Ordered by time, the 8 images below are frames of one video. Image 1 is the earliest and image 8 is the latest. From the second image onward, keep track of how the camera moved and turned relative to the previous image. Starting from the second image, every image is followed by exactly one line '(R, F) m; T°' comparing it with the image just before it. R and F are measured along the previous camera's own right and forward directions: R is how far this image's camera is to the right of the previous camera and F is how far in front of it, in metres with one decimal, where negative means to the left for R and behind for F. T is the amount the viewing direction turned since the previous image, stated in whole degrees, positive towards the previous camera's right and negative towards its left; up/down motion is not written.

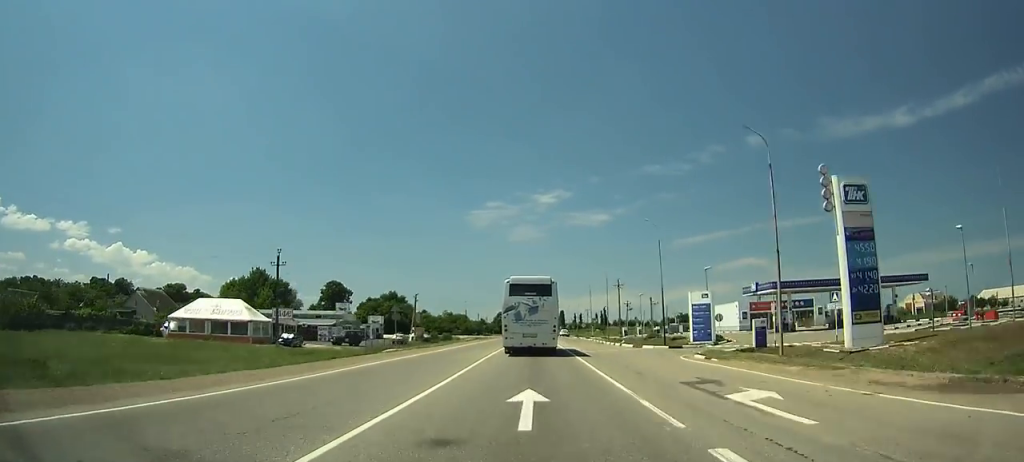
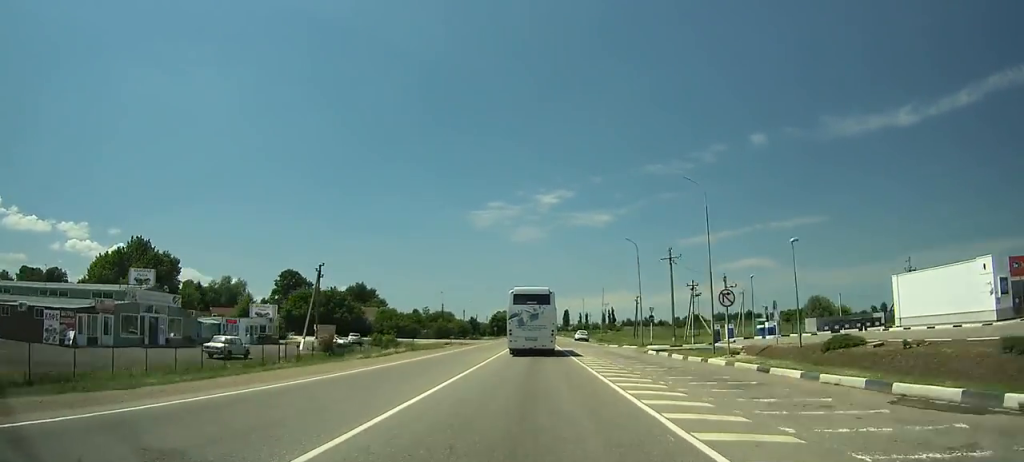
(+0.1, +51.3) m; 0°
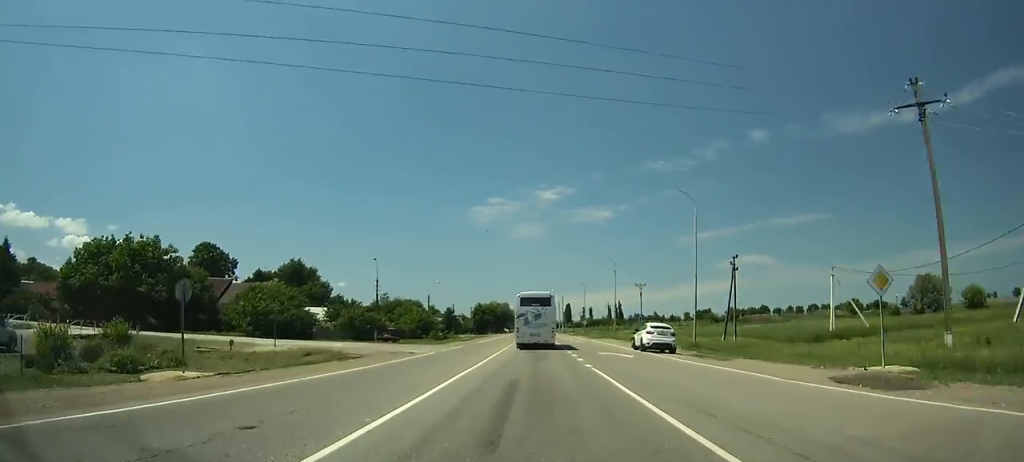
(0.0, +58.1) m; 0°
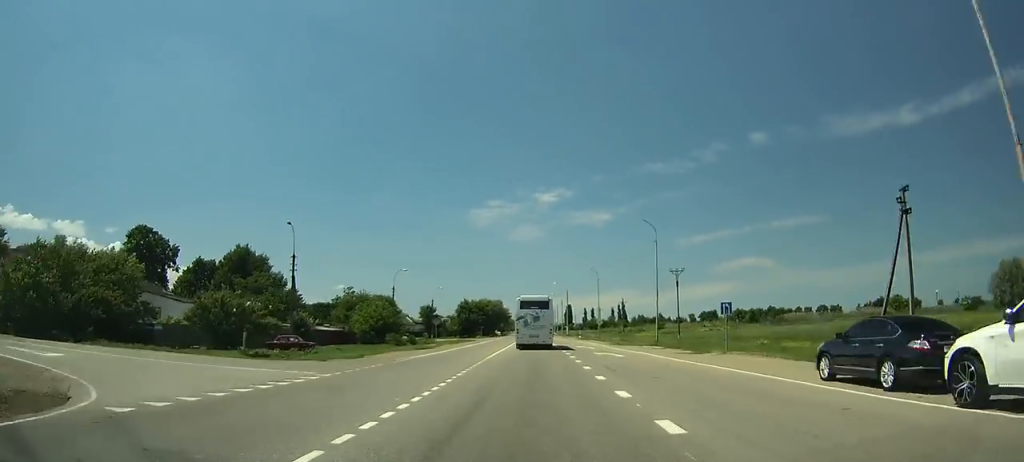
(0.0, +29.0) m; 0°
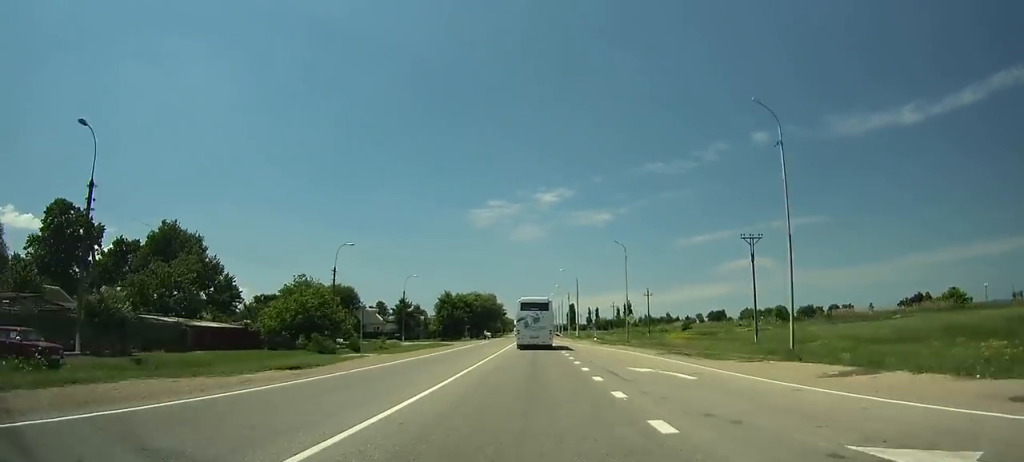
(0.0, +28.3) m; 0°
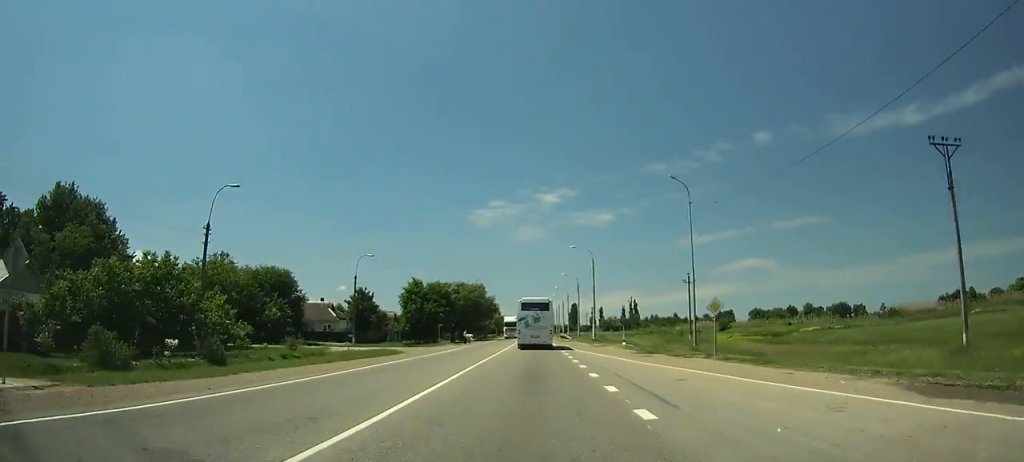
(0.0, +26.8) m; 0°
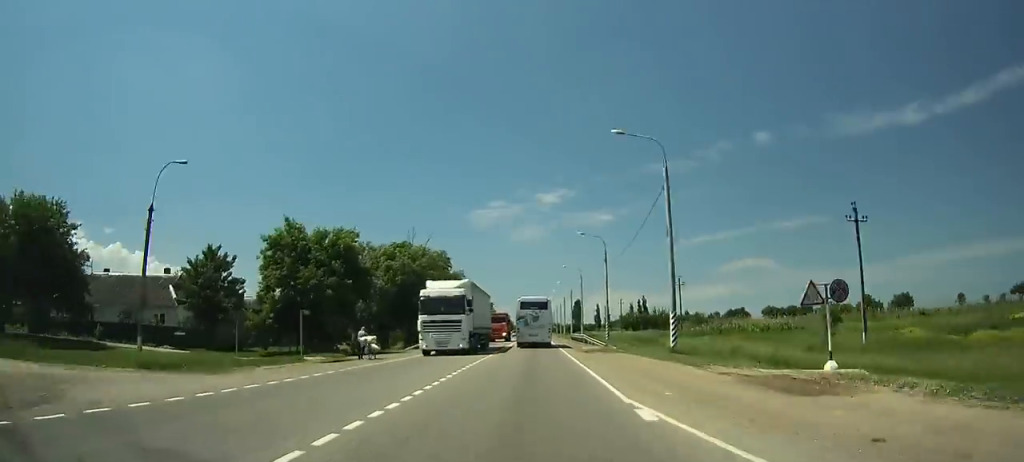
(+0.1, +40.3) m; 0°
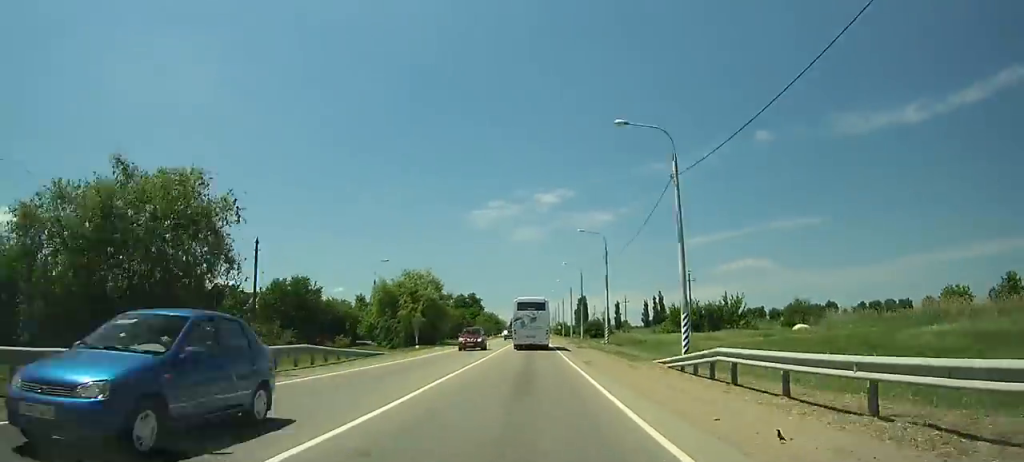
(+0.1, +59.9) m; 0°
